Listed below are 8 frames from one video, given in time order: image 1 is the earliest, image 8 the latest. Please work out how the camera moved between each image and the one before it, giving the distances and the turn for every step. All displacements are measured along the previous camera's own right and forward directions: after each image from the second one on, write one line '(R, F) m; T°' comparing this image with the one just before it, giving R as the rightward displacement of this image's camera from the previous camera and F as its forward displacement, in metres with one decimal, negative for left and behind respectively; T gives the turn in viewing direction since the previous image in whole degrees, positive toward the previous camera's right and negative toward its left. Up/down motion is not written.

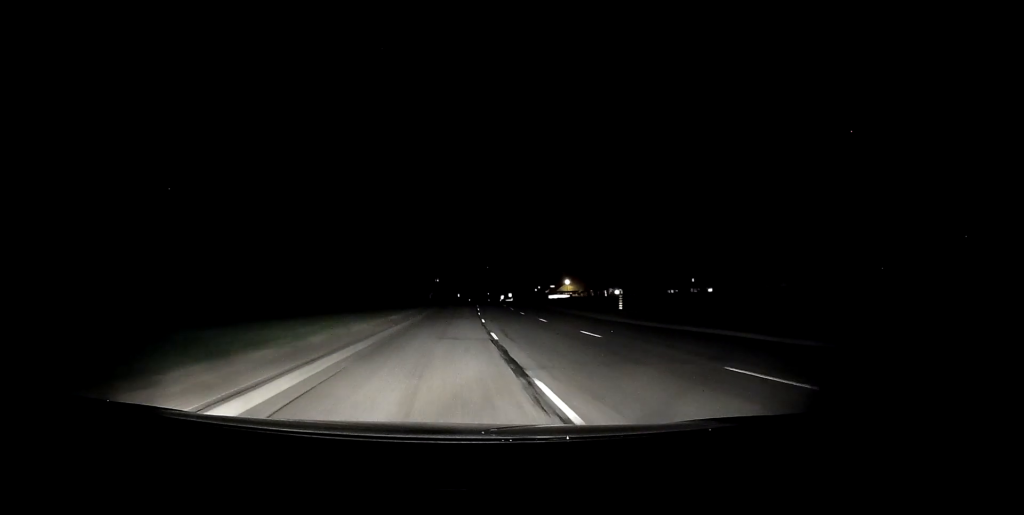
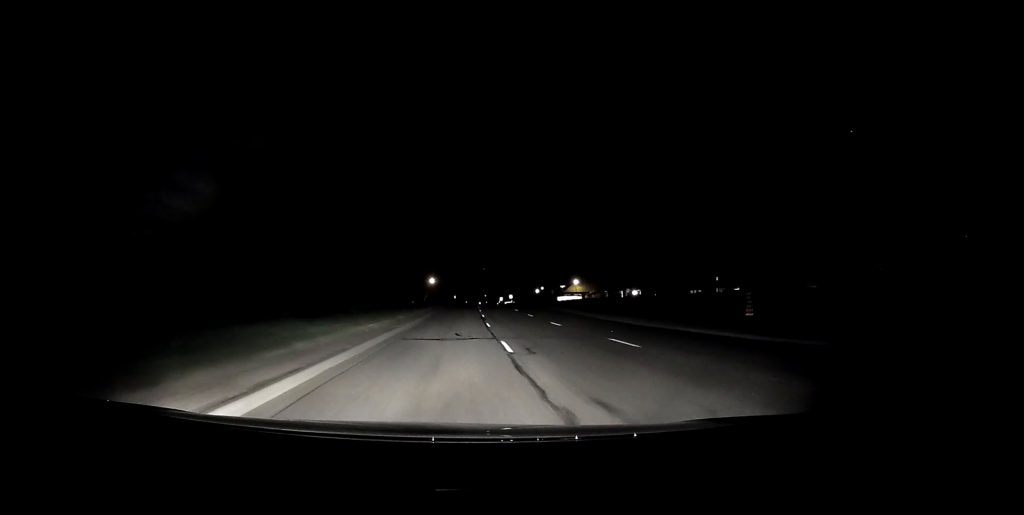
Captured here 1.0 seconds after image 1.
(+0.2, +16.3) m; +1°
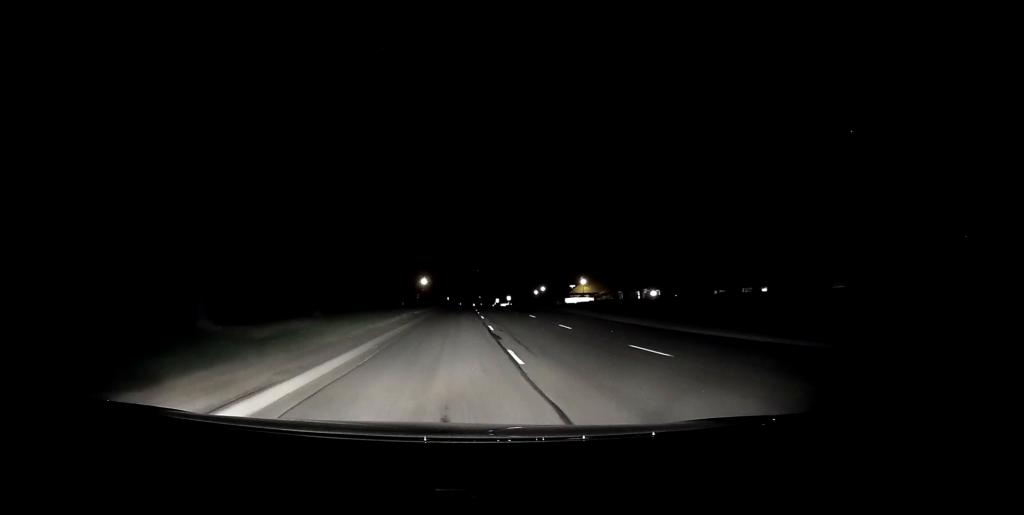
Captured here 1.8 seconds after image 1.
(+0.1, +14.8) m; 0°
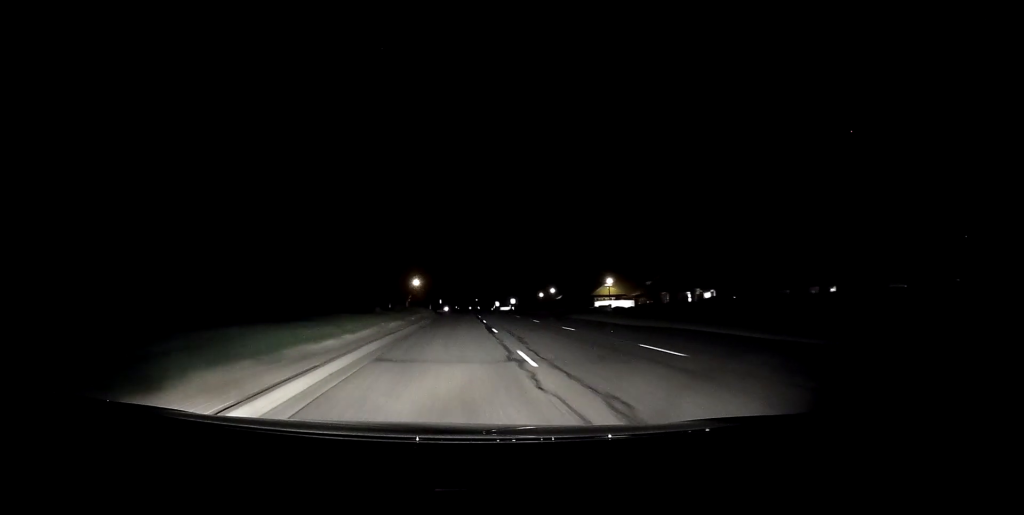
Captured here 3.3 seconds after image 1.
(-0.1, +24.7) m; 0°
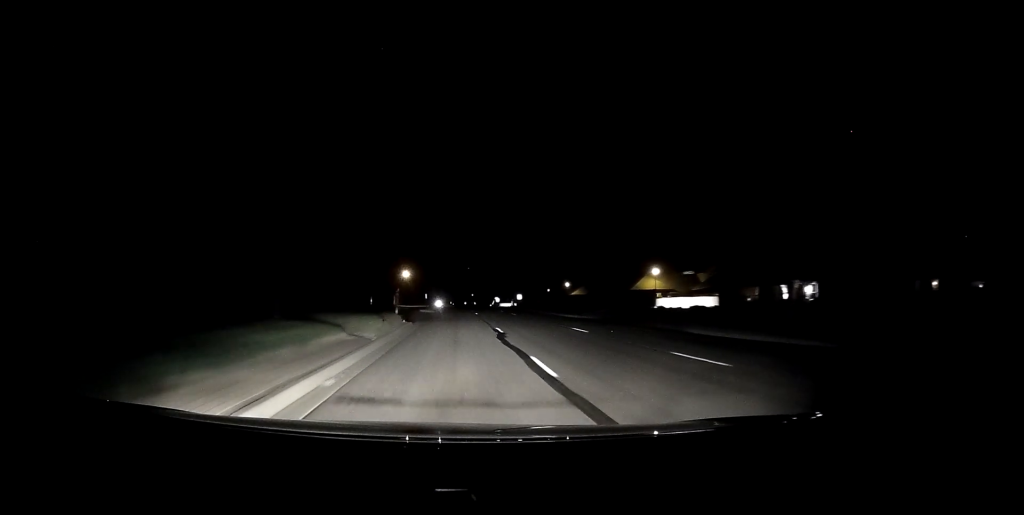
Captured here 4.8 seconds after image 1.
(+0.2, +26.2) m; 0°
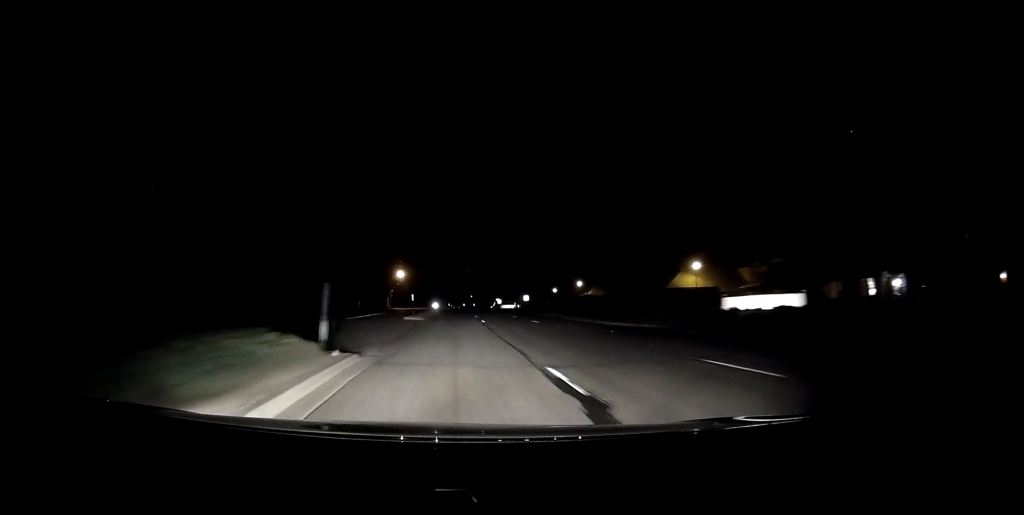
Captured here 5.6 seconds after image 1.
(0.0, +14.2) m; 0°
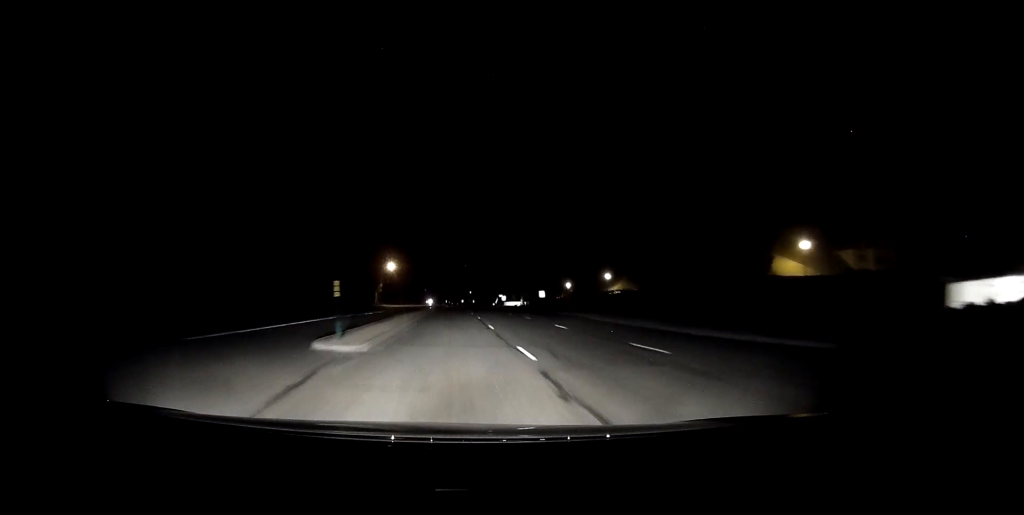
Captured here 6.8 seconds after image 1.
(-0.1, +22.2) m; -1°
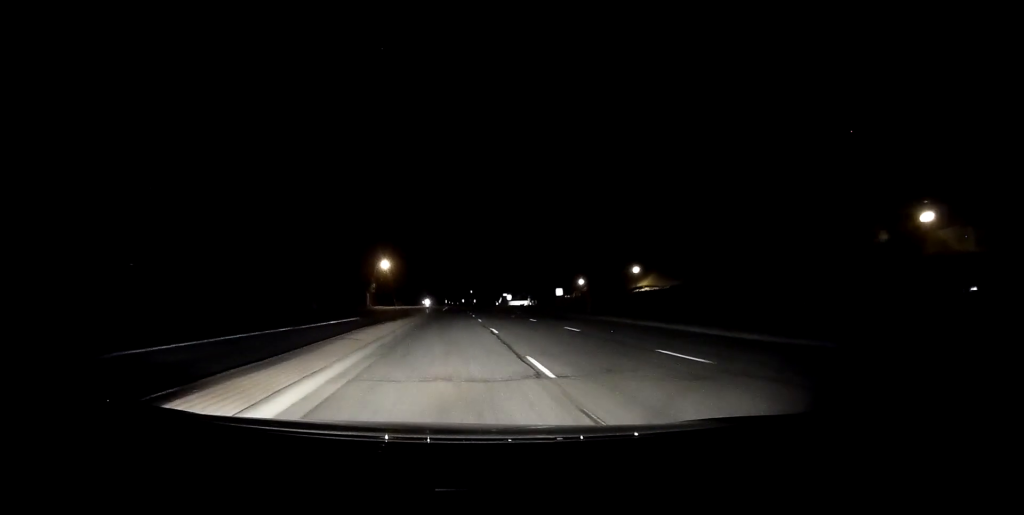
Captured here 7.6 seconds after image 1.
(-0.1, +14.5) m; 0°
